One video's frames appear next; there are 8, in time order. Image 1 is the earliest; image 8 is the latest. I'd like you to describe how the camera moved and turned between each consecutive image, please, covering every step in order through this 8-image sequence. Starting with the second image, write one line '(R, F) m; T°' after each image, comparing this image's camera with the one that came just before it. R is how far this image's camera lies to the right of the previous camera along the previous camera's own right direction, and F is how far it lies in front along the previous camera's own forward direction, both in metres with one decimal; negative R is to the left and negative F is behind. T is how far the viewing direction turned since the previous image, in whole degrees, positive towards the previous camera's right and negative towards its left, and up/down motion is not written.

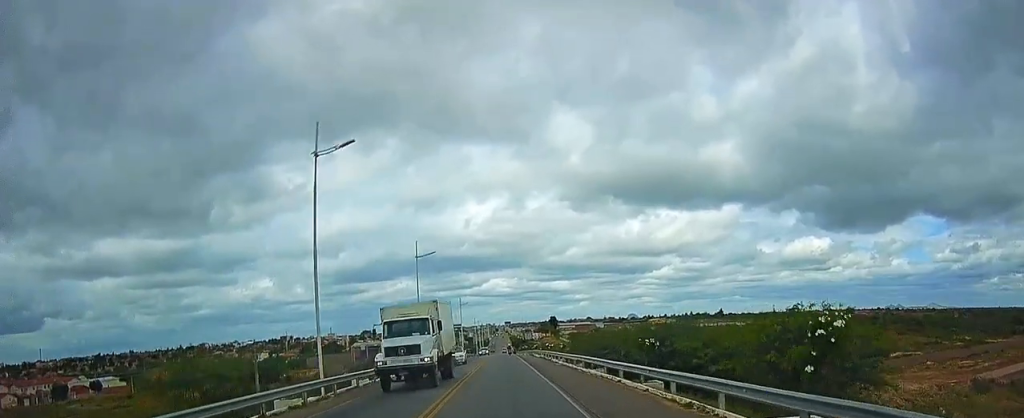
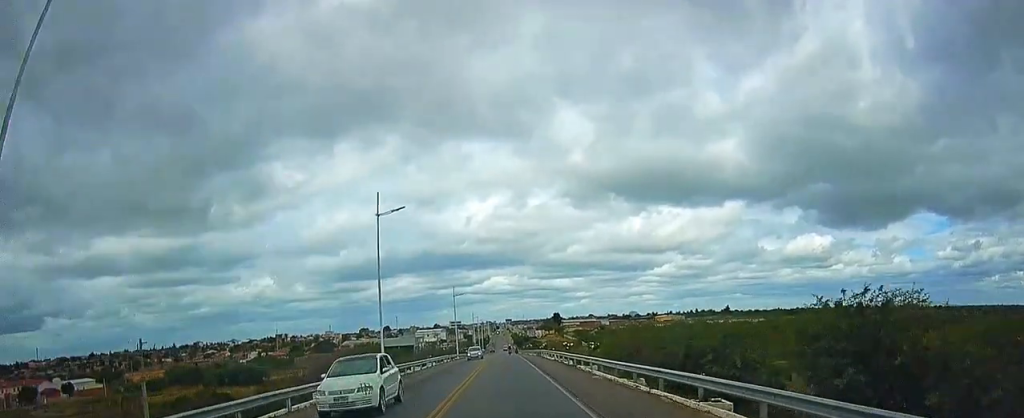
(-0.3, +18.4) m; 0°
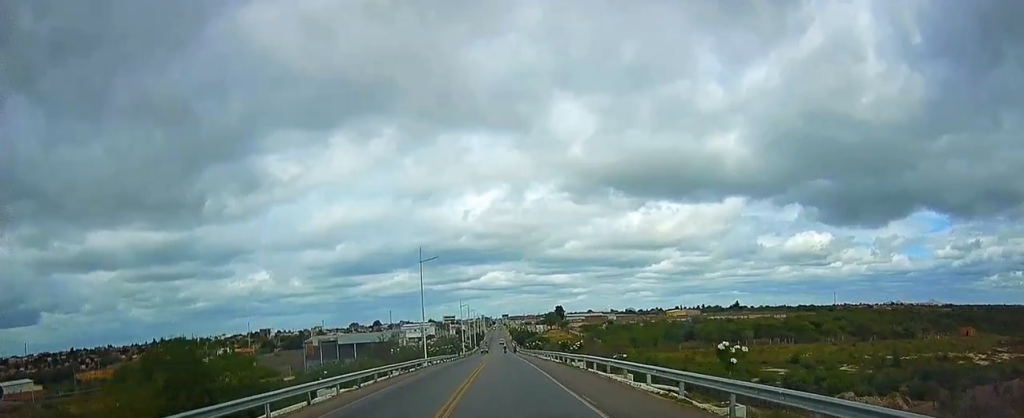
(+0.6, +37.9) m; +2°
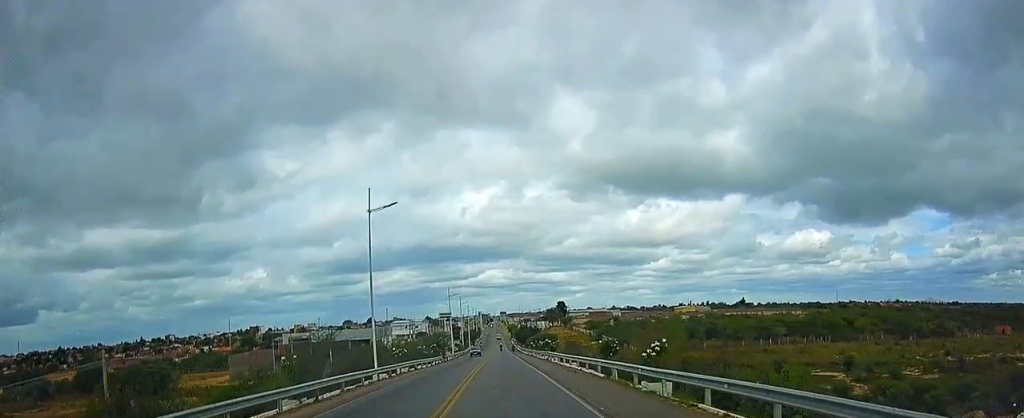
(+0.3, +22.9) m; -1°
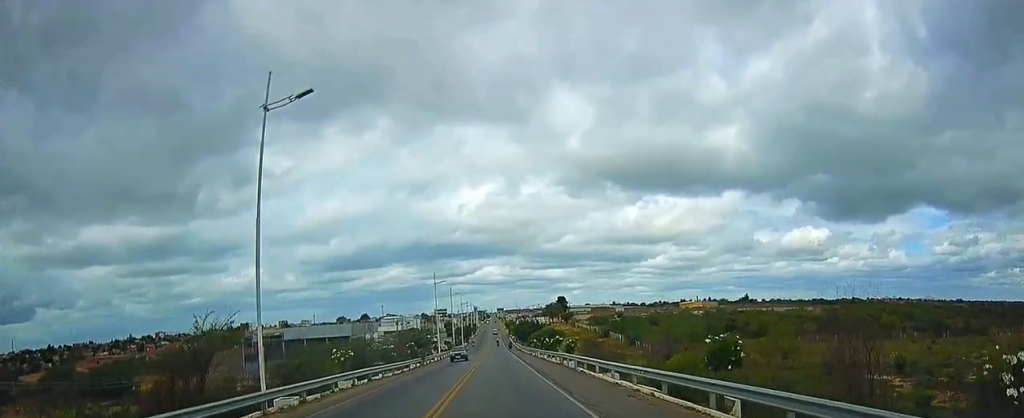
(-0.4, +17.2) m; -1°
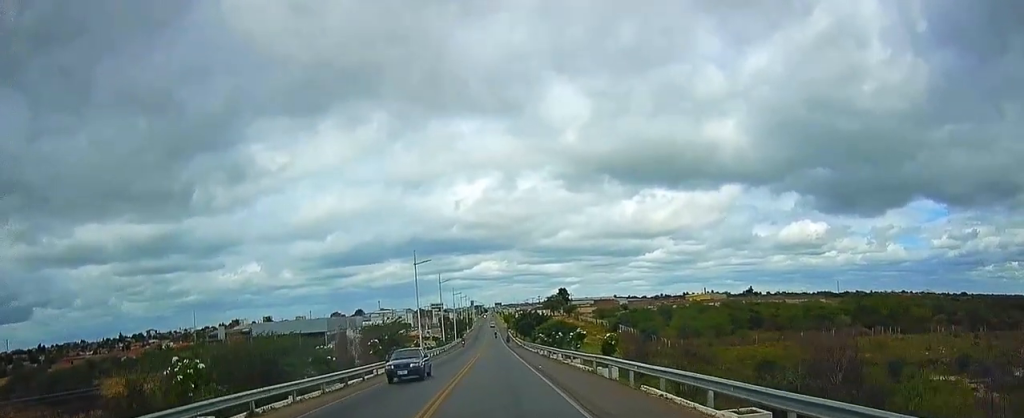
(0.0, +16.7) m; 0°
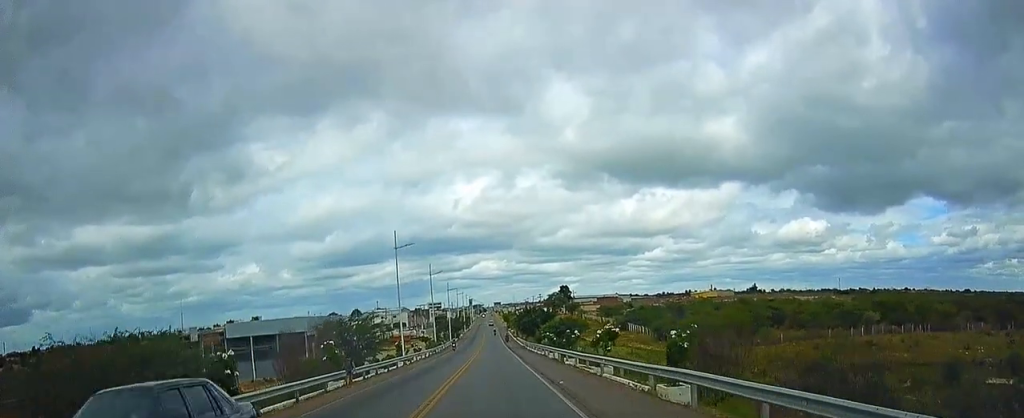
(0.0, +11.3) m; 0°
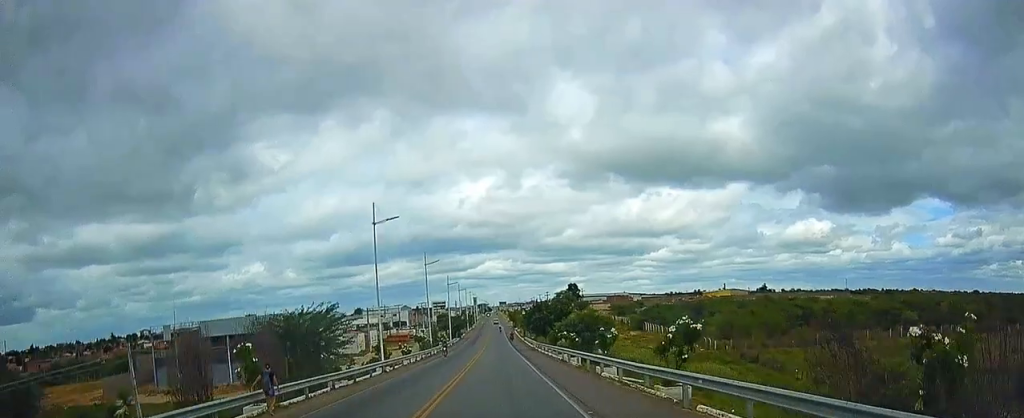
(0.0, +11.4) m; 0°
